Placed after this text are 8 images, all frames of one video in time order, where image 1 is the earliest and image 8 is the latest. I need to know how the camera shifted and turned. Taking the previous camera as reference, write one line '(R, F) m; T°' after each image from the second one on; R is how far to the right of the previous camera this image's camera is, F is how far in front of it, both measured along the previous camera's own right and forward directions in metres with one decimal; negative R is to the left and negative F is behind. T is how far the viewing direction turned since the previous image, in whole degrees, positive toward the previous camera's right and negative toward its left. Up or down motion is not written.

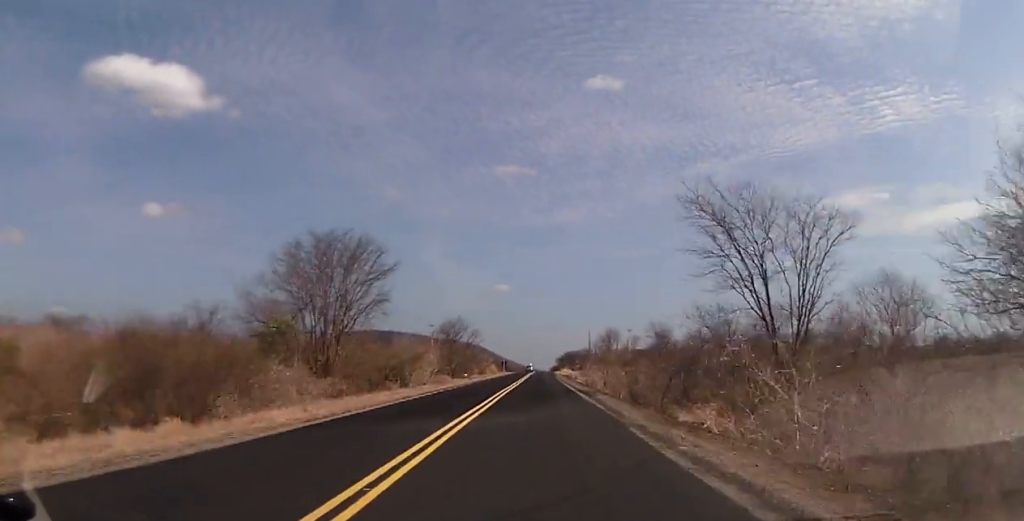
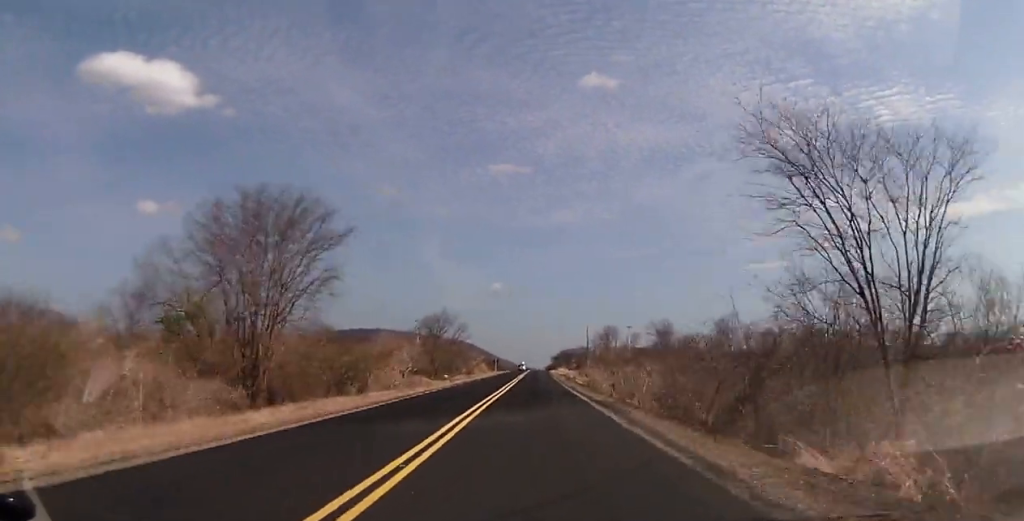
(+0.2, +11.2) m; +1°
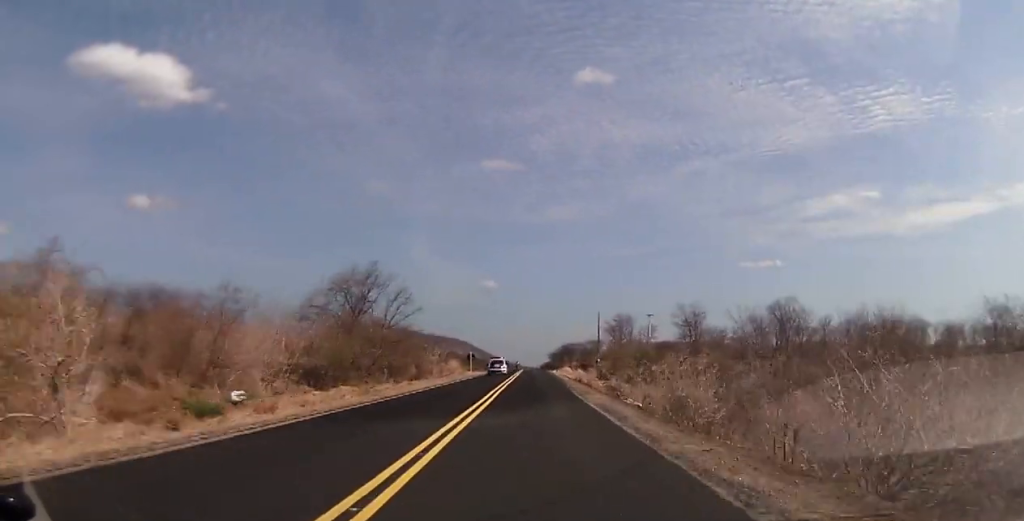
(+0.5, +38.7) m; +2°
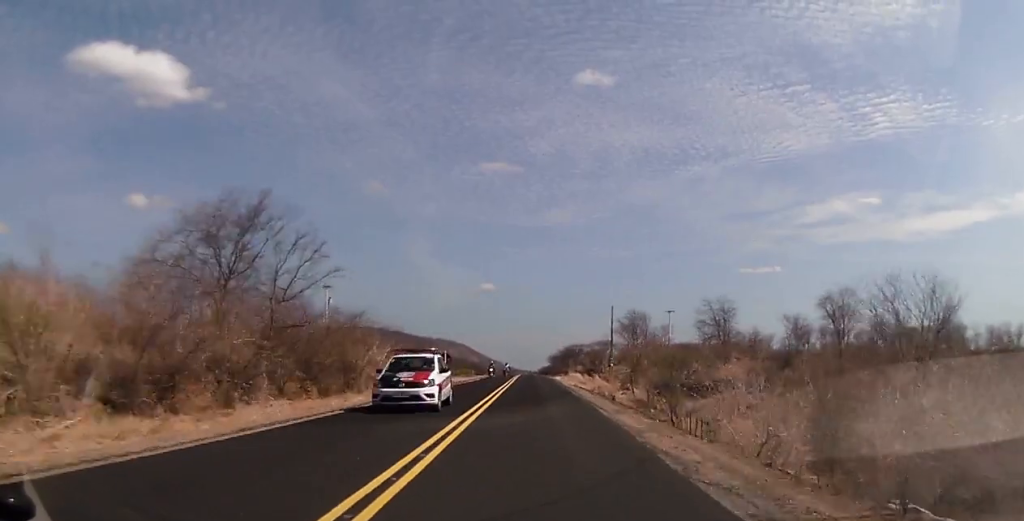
(+0.4, +22.4) m; +1°
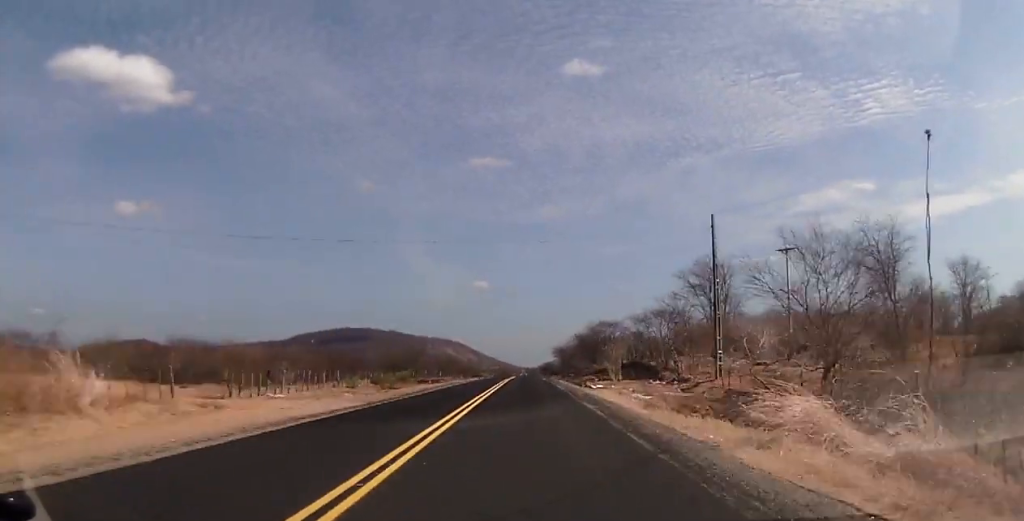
(0.0, +58.6) m; 0°
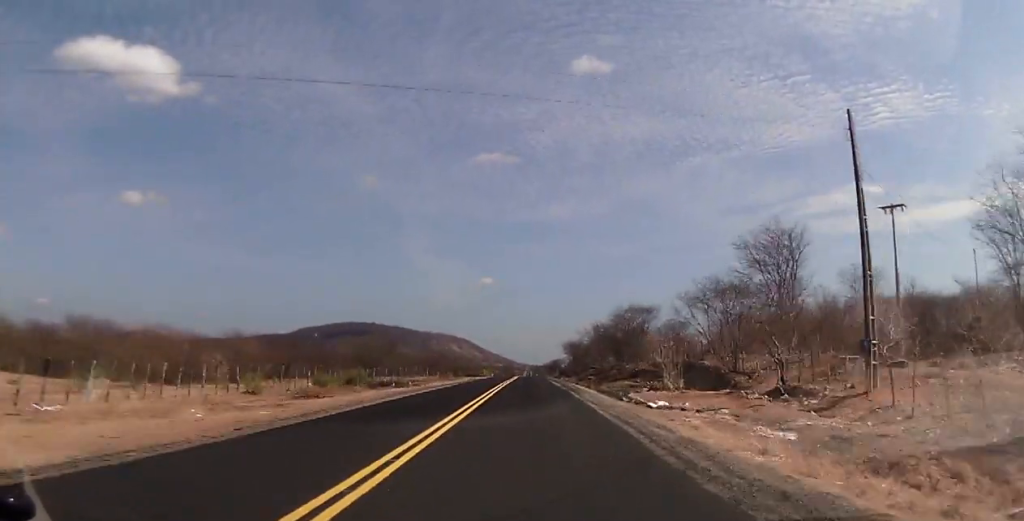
(0.0, +19.2) m; 0°
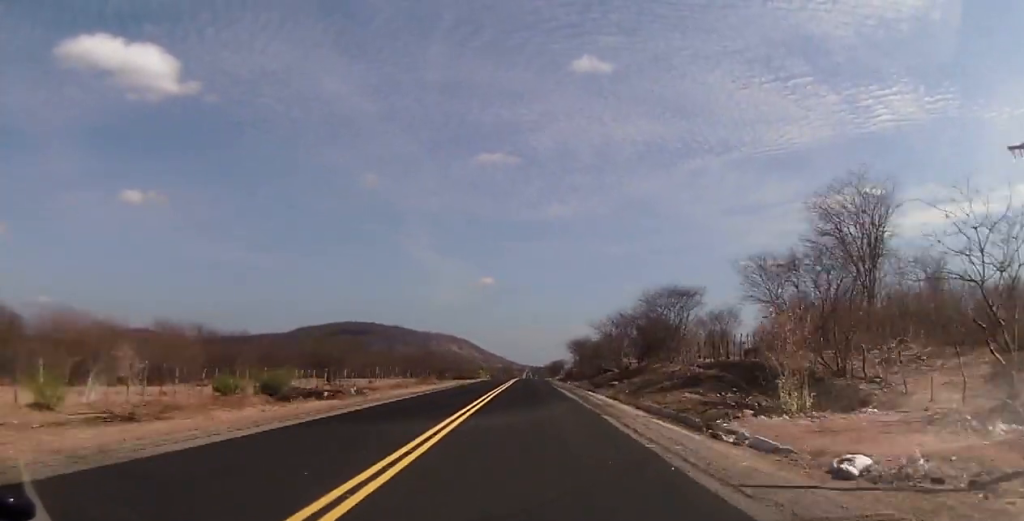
(0.0, +15.0) m; 0°
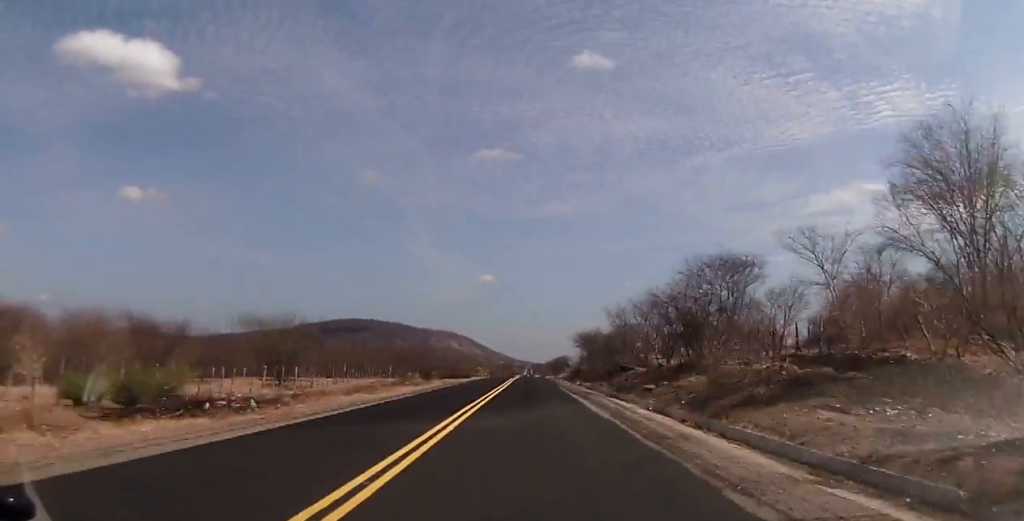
(0.0, +11.6) m; 0°
